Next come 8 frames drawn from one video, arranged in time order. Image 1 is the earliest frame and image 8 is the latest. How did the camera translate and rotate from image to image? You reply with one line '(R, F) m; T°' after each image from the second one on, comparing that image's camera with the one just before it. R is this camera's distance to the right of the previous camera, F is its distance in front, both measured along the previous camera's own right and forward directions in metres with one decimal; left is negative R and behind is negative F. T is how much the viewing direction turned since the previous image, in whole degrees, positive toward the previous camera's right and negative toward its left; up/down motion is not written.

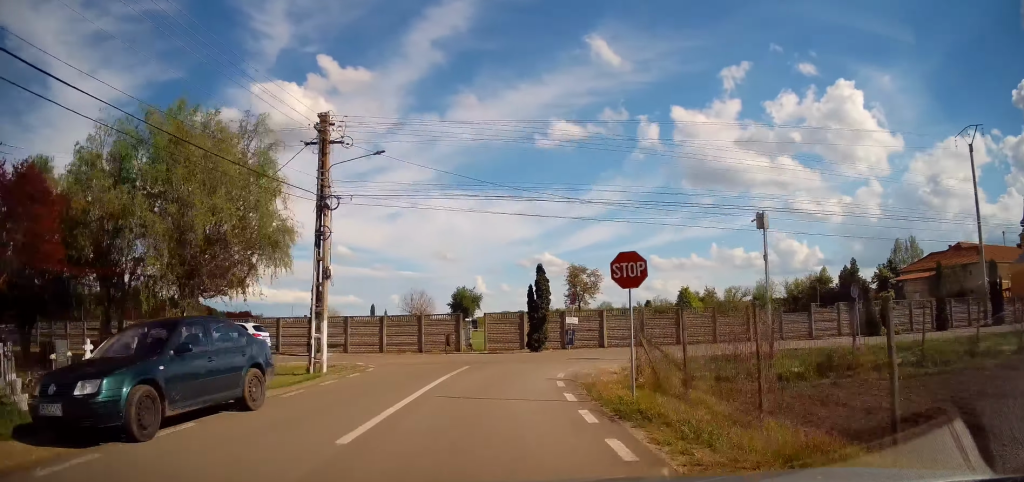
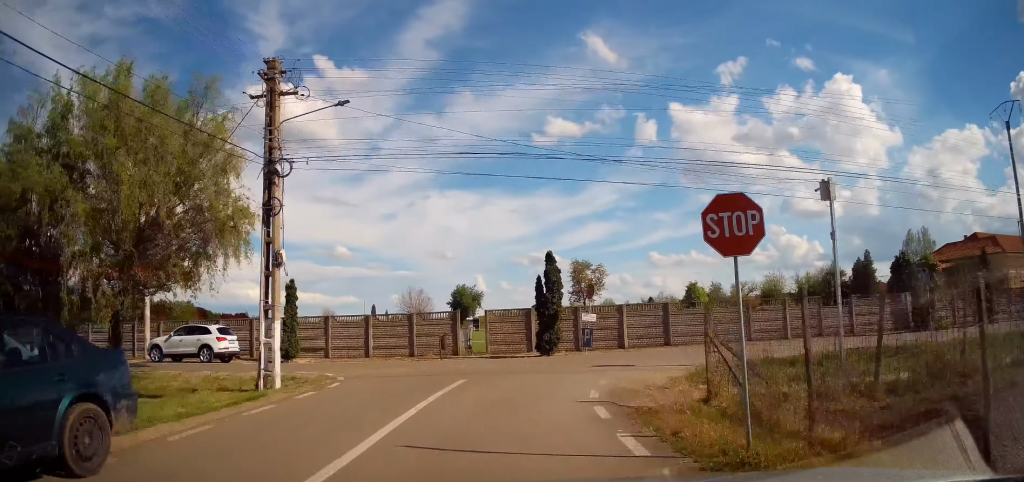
(+0.2, +3.7) m; +2°
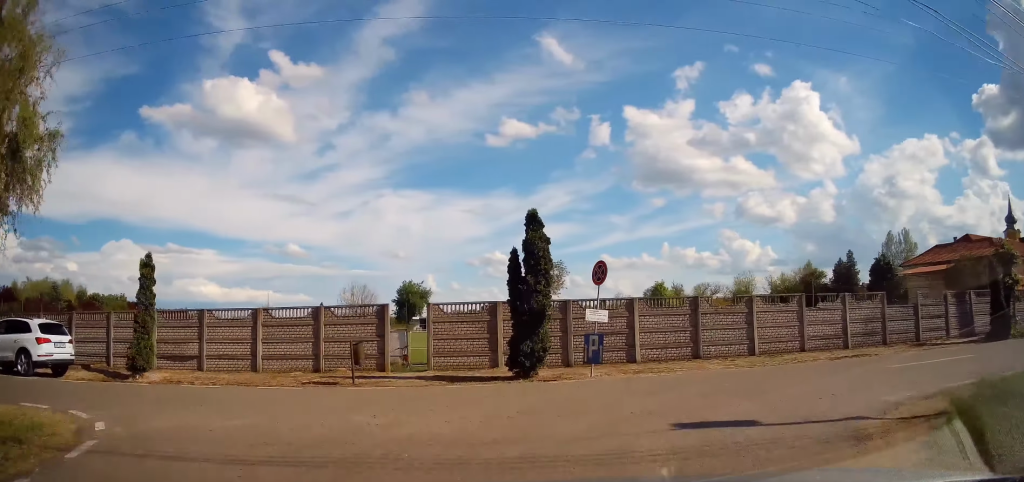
(+0.2, +7.8) m; +8°
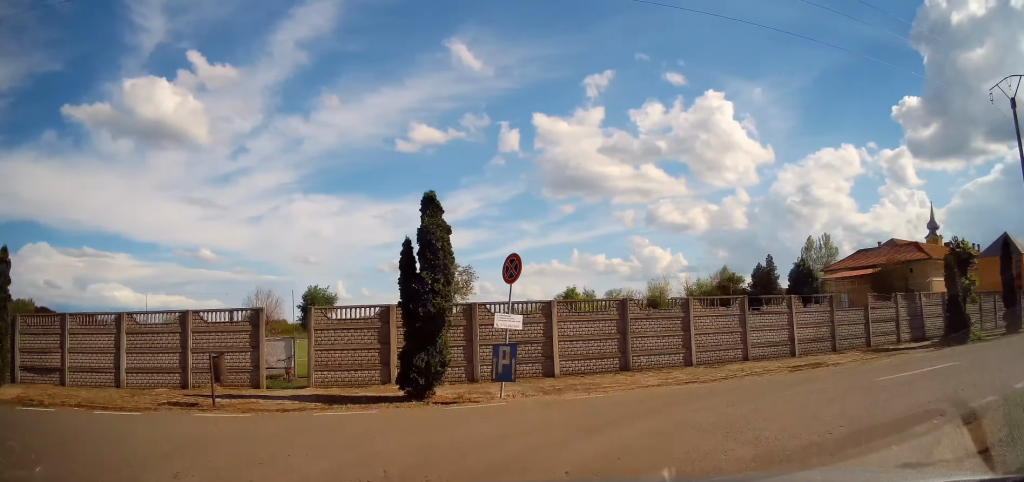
(+0.3, +3.4) m; +8°
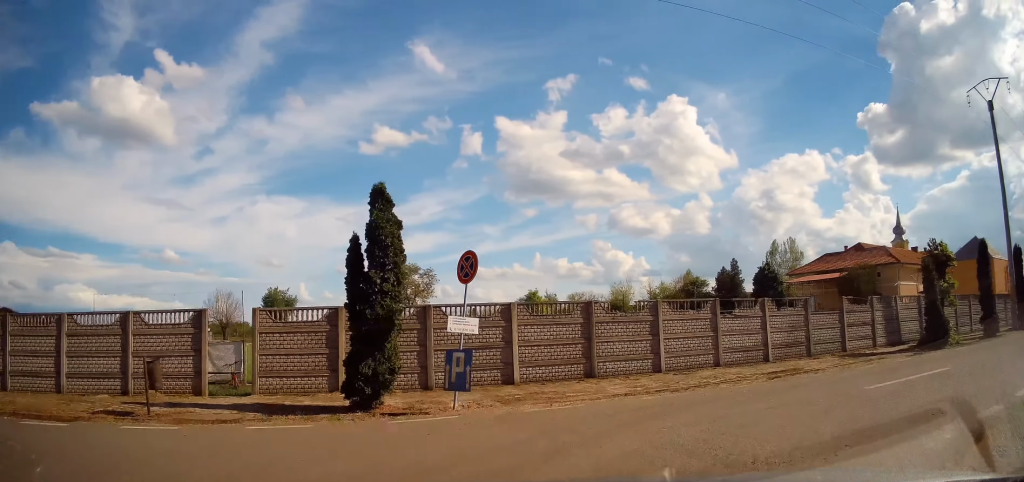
(0.0, +1.5) m; +6°
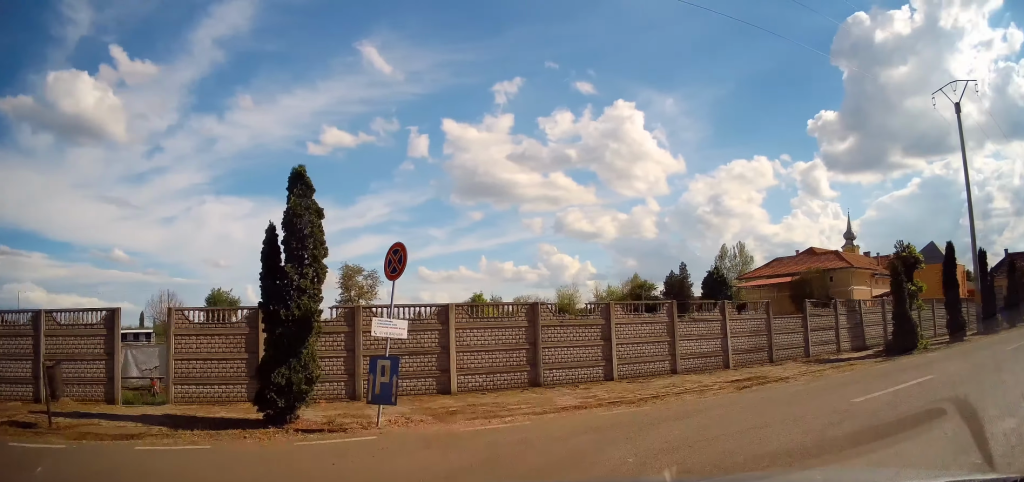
(0.0, +1.9) m; +10°
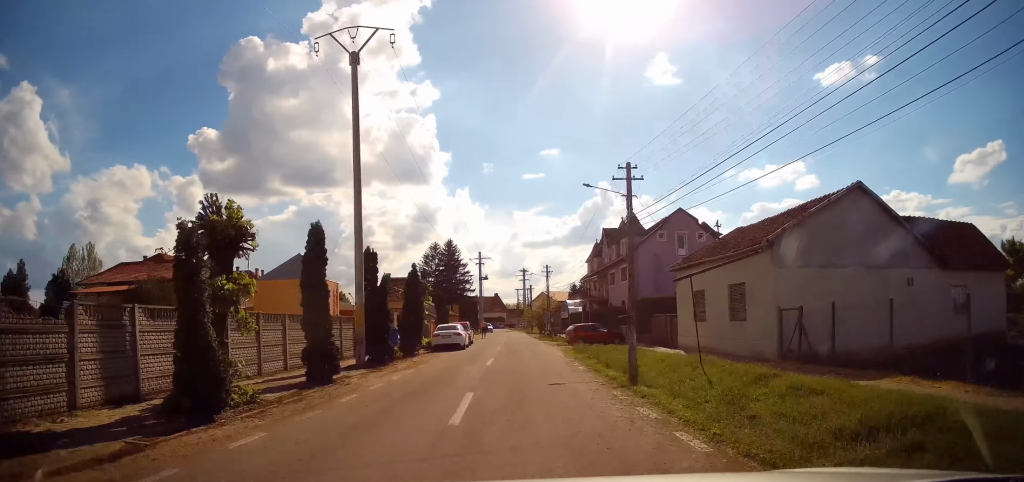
(+5.9, +8.5) m; +58°
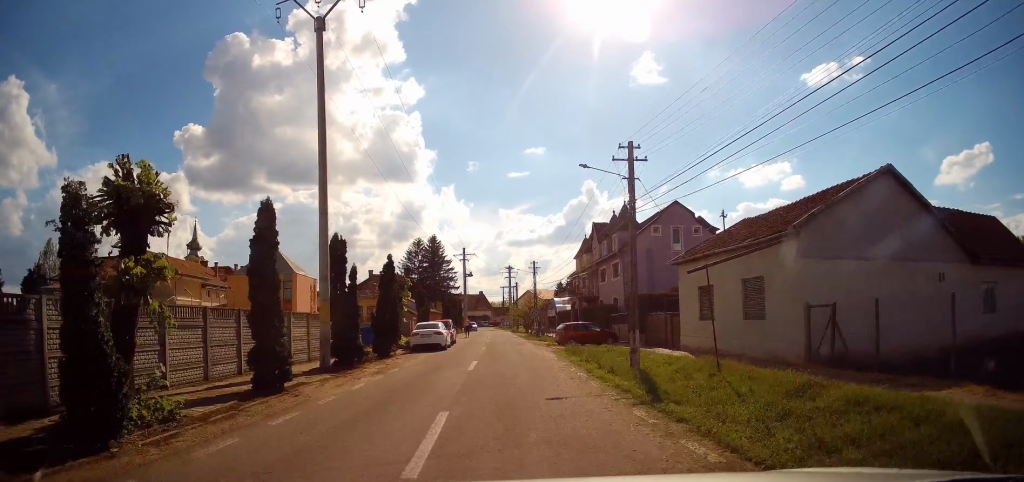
(+0.2, +2.2) m; +4°
